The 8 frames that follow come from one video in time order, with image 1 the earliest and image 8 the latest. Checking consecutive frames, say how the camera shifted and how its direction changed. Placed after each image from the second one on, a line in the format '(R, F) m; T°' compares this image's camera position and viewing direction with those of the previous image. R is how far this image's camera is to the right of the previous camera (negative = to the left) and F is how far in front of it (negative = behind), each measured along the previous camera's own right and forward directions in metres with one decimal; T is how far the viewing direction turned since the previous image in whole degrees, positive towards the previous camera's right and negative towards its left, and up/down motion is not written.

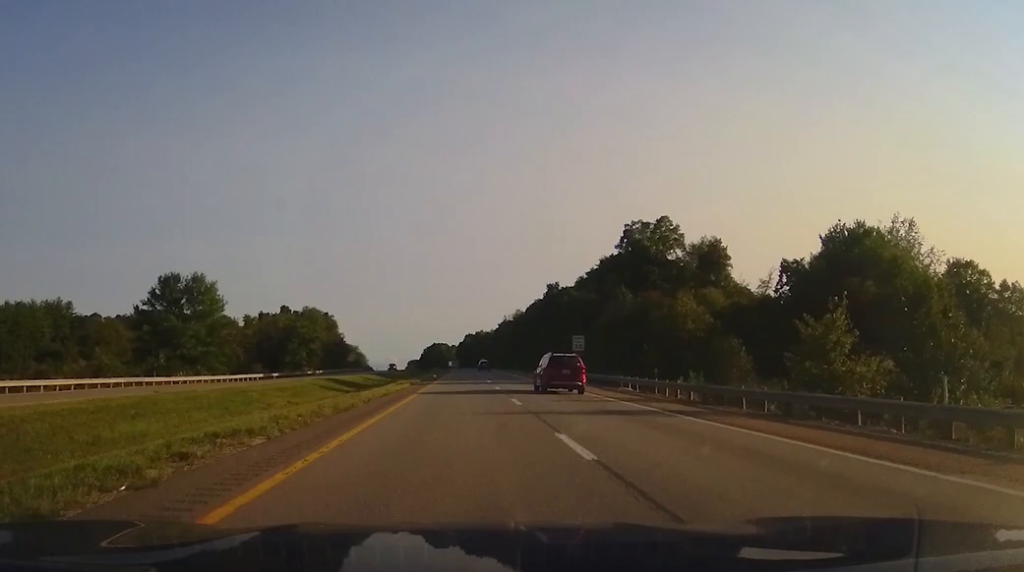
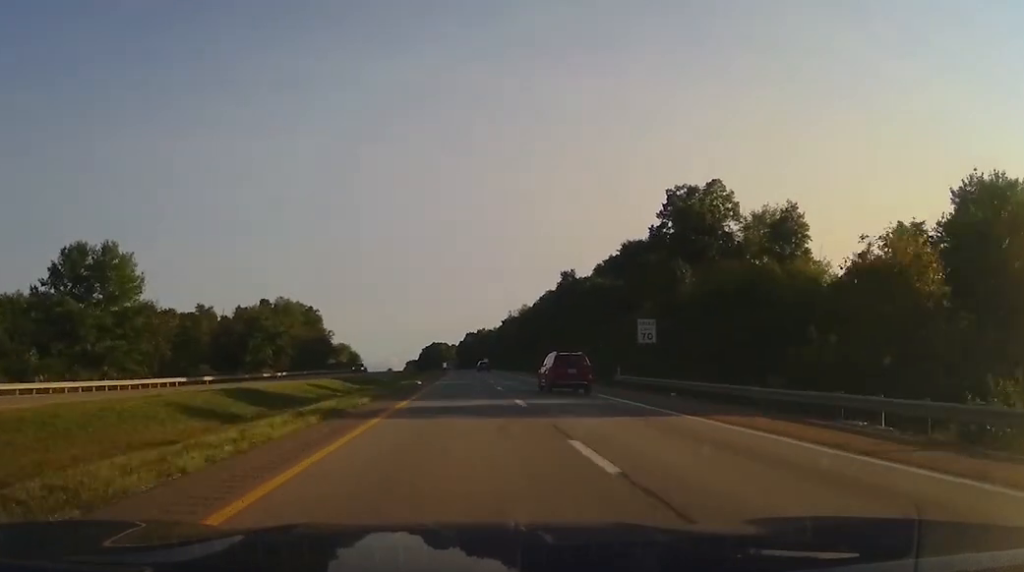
(0.0, +25.7) m; -1°
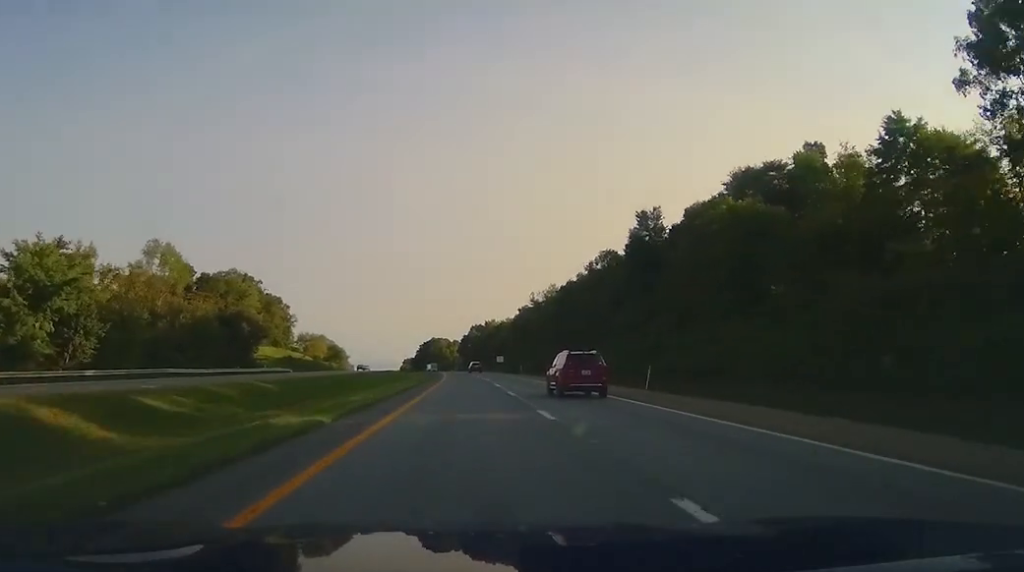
(-1.3, +67.3) m; -1°
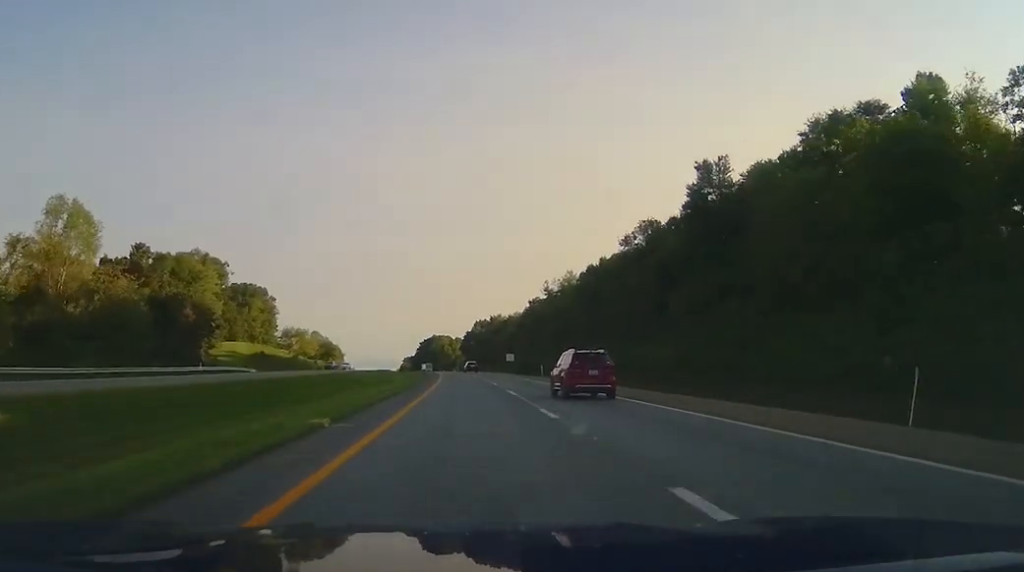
(+0.2, +24.2) m; 0°
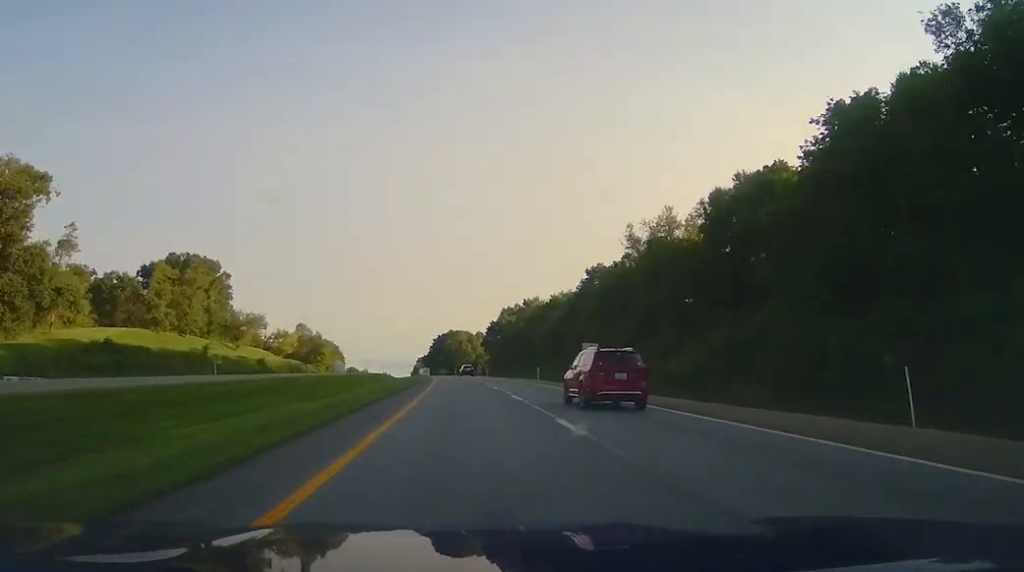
(-0.8, +65.2) m; -2°
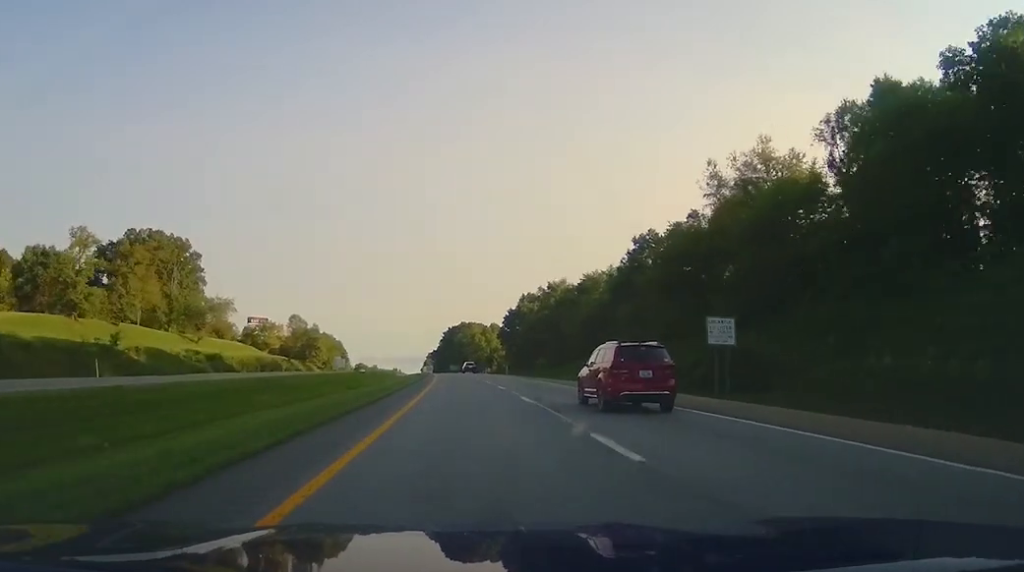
(-0.3, +28.1) m; -1°
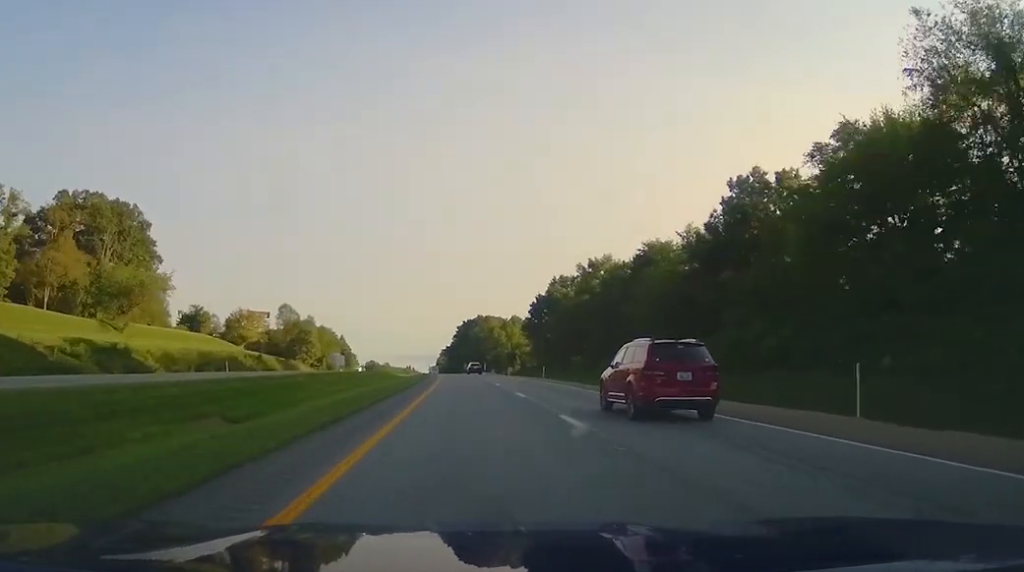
(-0.4, +32.7) m; 0°
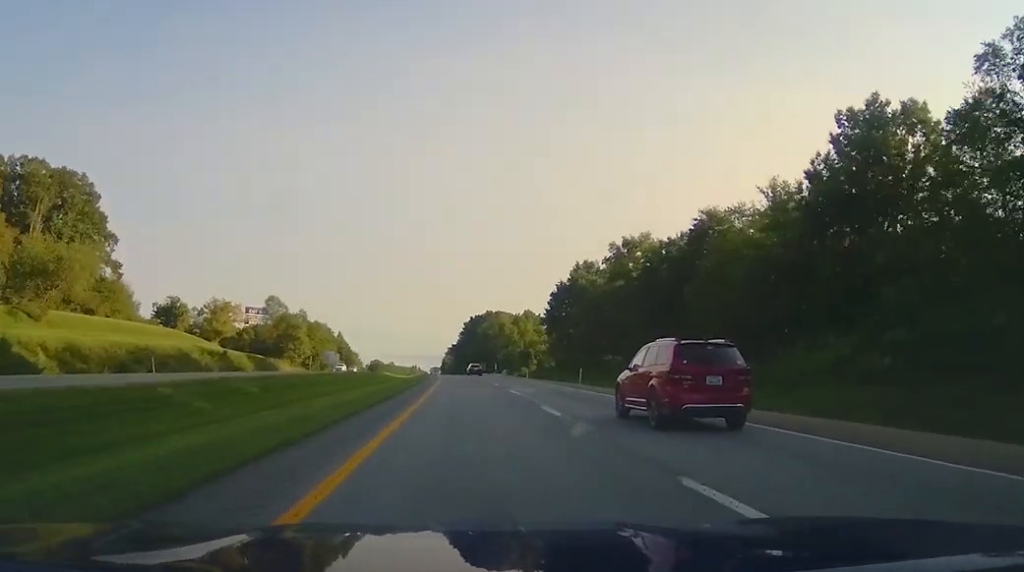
(+0.1, +20.9) m; 0°
